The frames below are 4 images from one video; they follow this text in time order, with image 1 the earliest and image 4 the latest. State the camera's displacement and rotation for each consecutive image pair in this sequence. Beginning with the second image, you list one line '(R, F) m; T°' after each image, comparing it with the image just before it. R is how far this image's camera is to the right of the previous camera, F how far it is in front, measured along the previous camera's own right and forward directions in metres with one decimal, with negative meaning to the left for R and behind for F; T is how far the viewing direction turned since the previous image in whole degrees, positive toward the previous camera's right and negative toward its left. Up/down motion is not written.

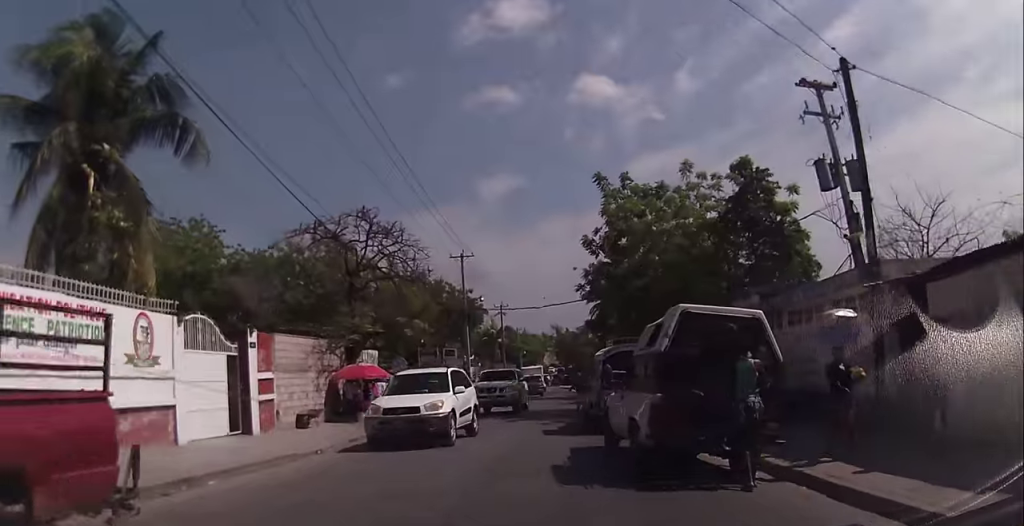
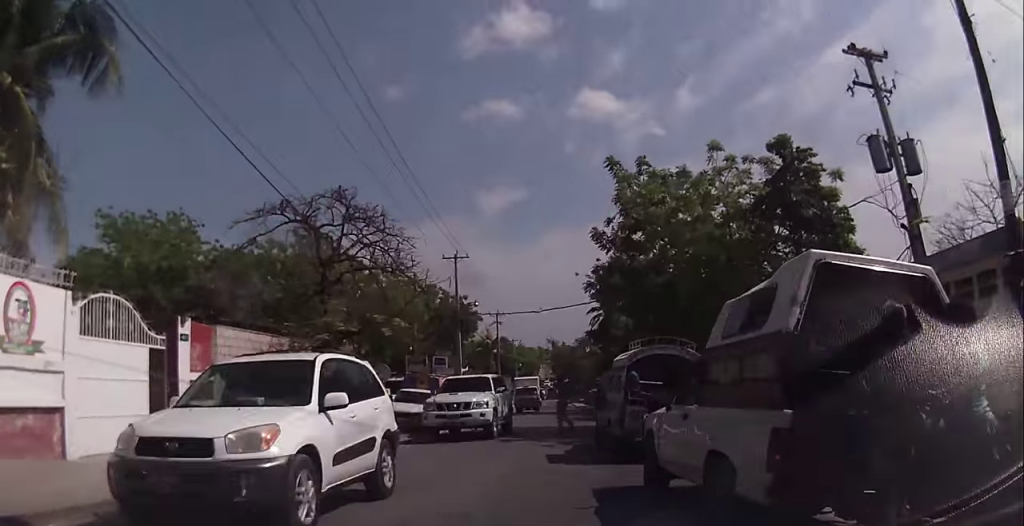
(0.0, +3.9) m; +2°
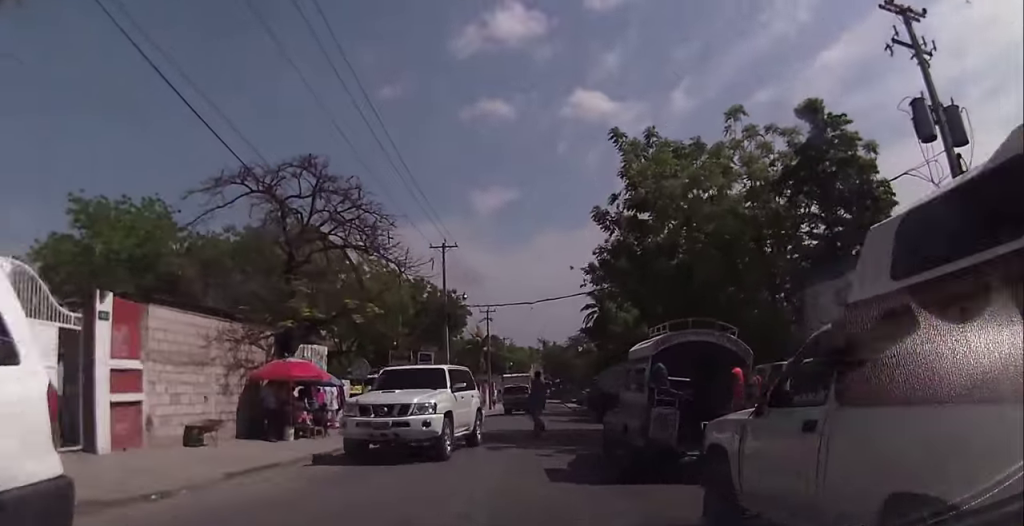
(-0.1, +2.9) m; +4°
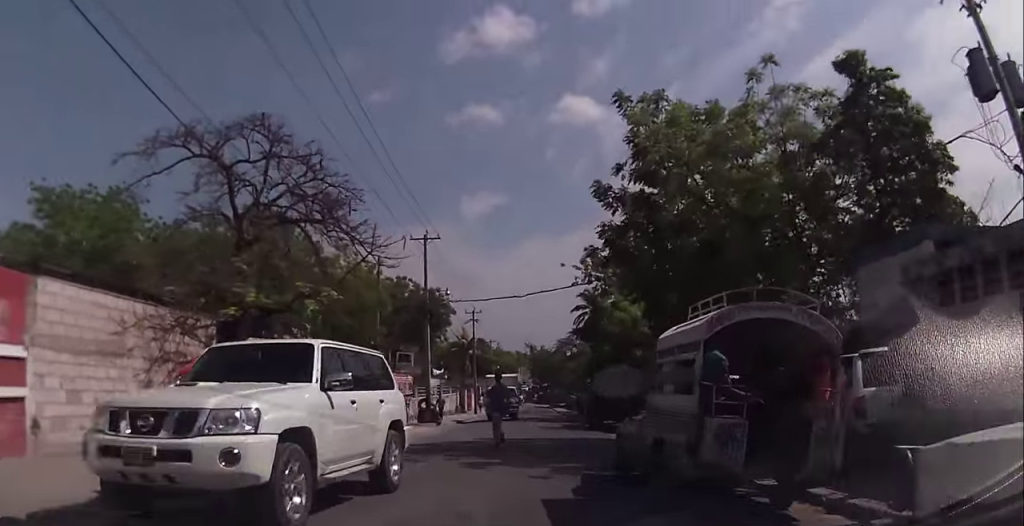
(+0.3, +3.3) m; +1°
